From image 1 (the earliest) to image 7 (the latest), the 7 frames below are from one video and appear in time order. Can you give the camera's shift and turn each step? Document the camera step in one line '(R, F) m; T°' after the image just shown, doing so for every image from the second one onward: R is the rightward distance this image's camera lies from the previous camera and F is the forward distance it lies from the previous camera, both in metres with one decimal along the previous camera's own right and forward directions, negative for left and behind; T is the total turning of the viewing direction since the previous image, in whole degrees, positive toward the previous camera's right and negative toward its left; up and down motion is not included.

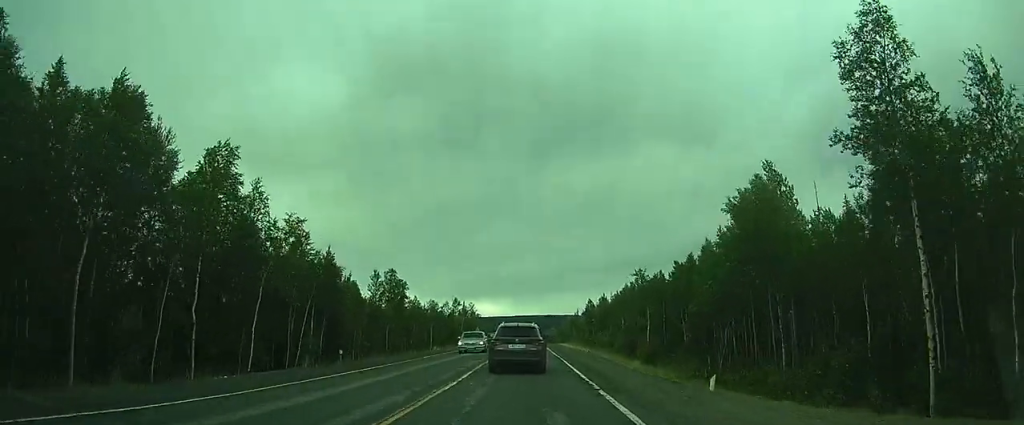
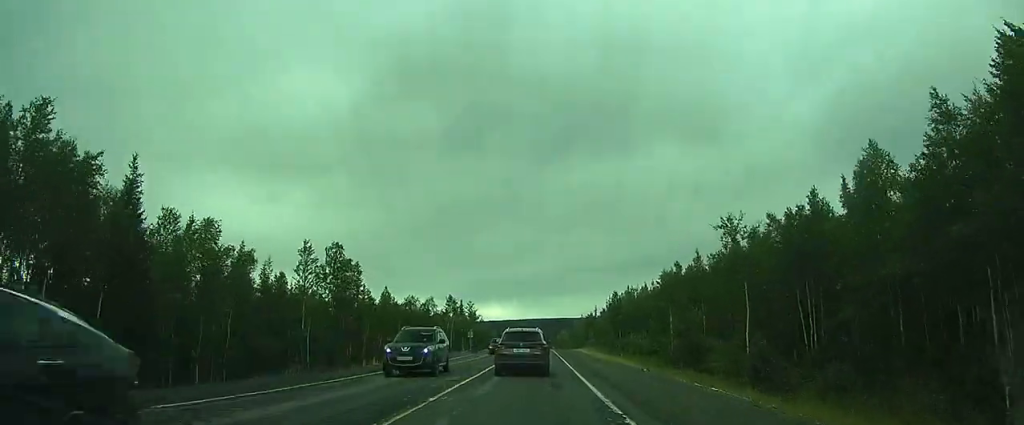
(+0.1, +23.3) m; +1°
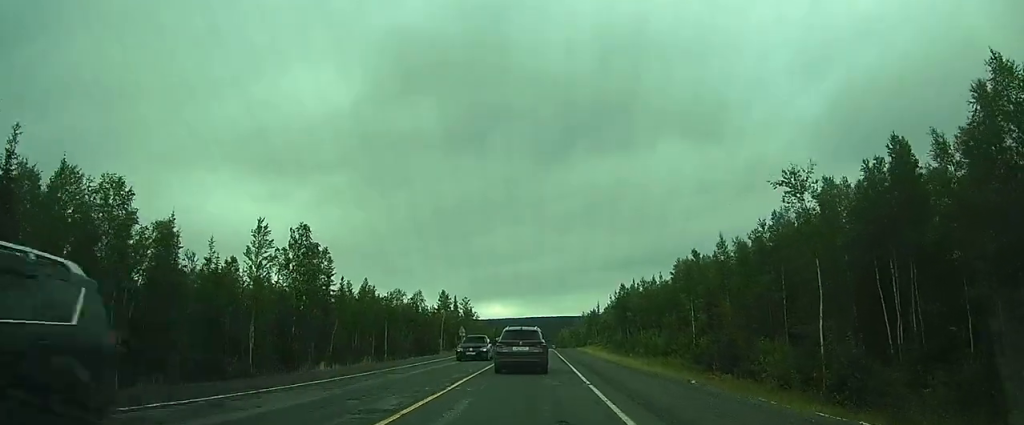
(0.0, +8.1) m; 0°
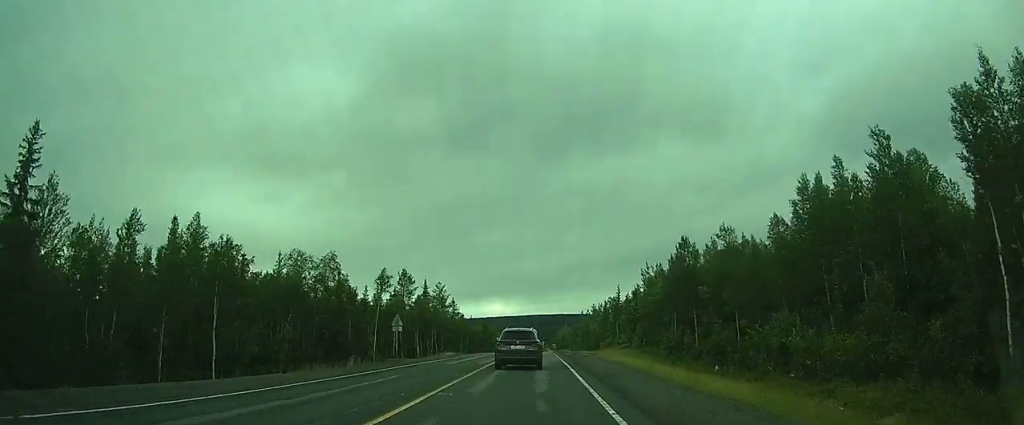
(0.0, +33.4) m; +1°
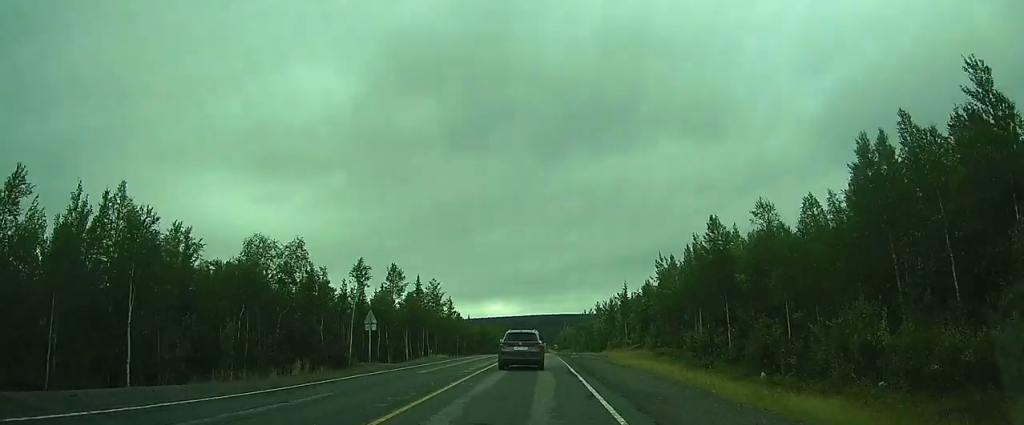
(0.0, +7.0) m; 0°
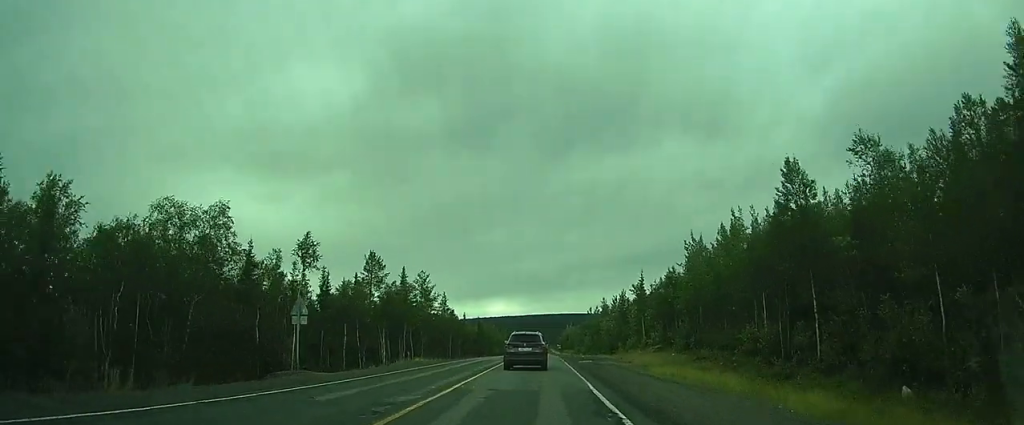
(0.0, +11.2) m; 0°
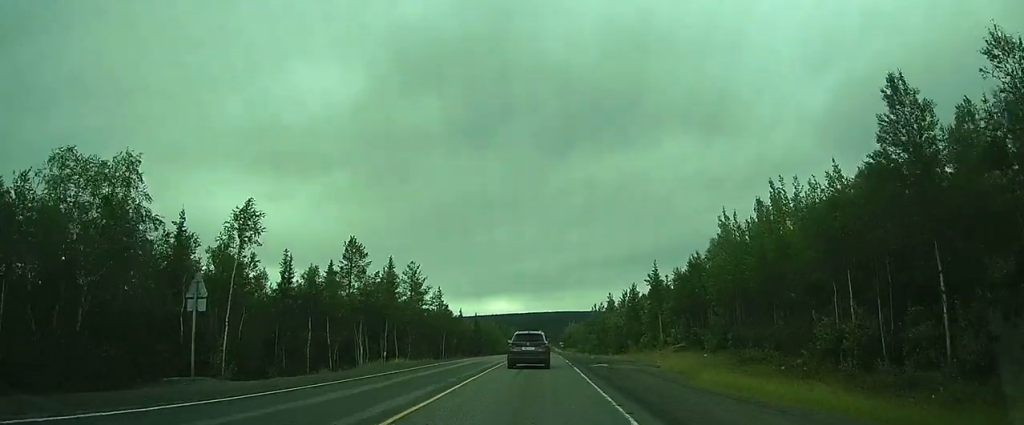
(0.0, +8.1) m; 0°
